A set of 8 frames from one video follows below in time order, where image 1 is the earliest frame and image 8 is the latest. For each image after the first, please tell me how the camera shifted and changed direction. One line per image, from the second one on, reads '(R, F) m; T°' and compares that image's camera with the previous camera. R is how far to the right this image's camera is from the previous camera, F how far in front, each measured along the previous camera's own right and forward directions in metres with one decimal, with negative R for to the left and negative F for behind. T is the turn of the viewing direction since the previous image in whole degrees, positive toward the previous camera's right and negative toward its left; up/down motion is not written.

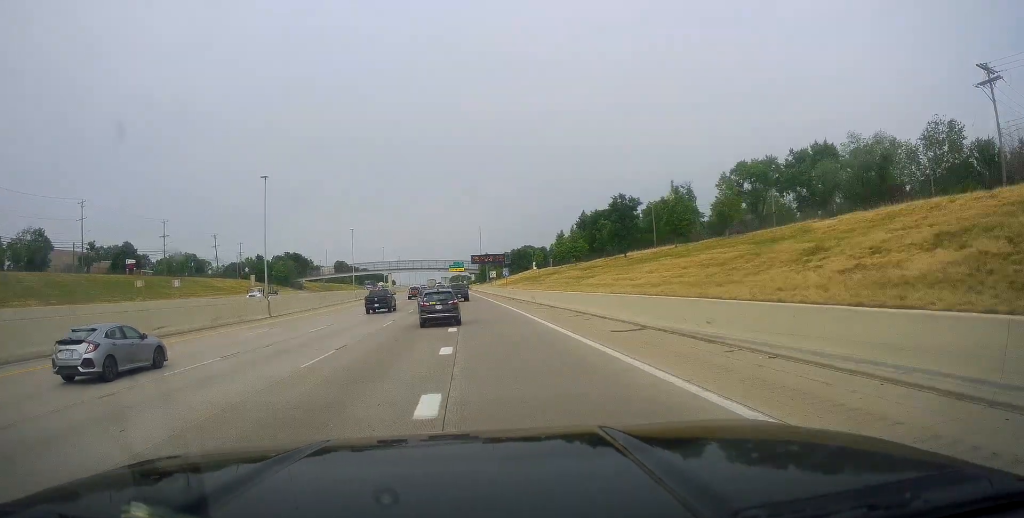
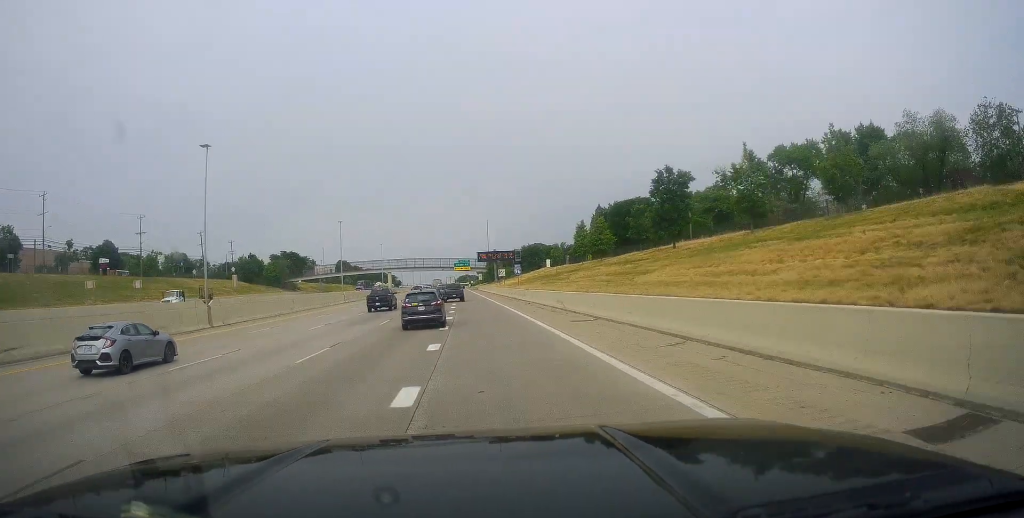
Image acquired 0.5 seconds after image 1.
(0.0, +14.4) m; 0°
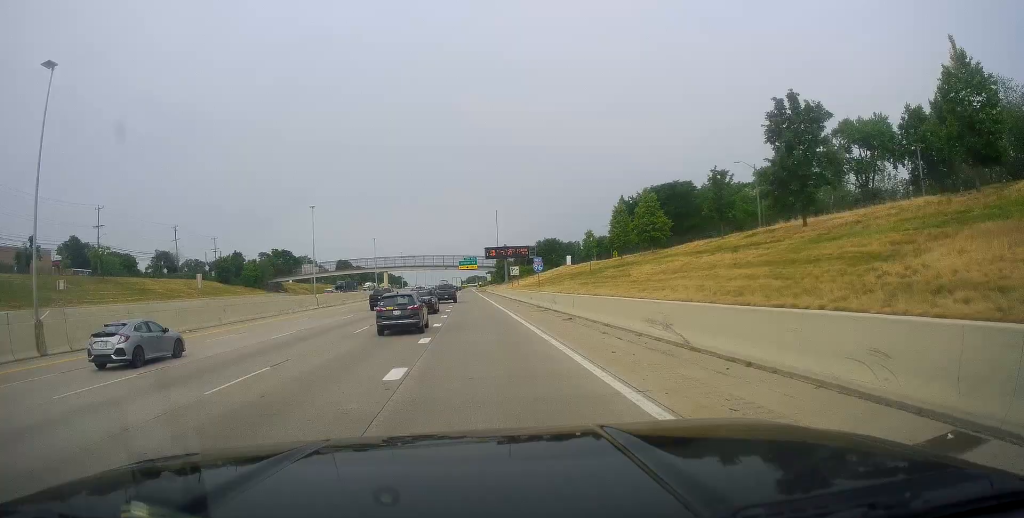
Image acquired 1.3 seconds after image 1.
(+0.1, +19.7) m; -1°
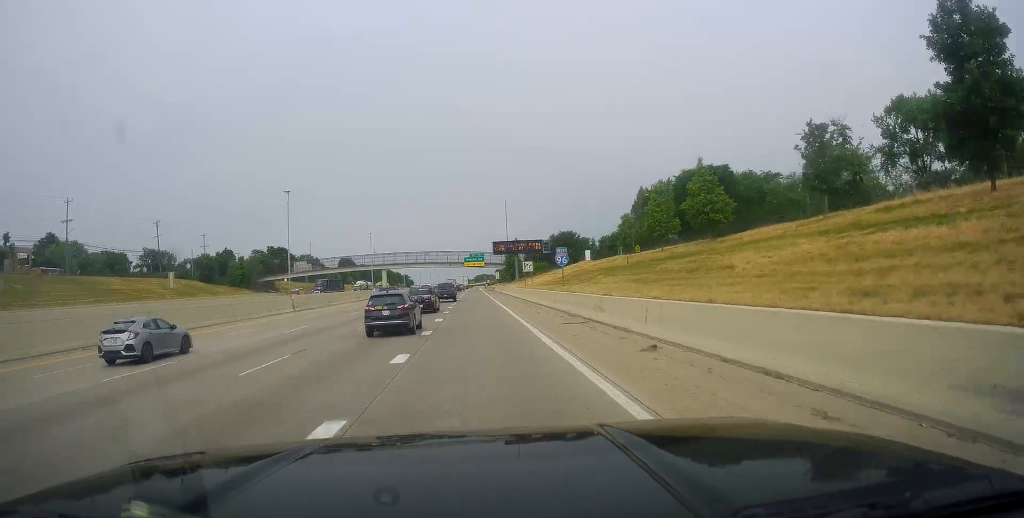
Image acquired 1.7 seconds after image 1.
(-0.2, +12.6) m; -1°
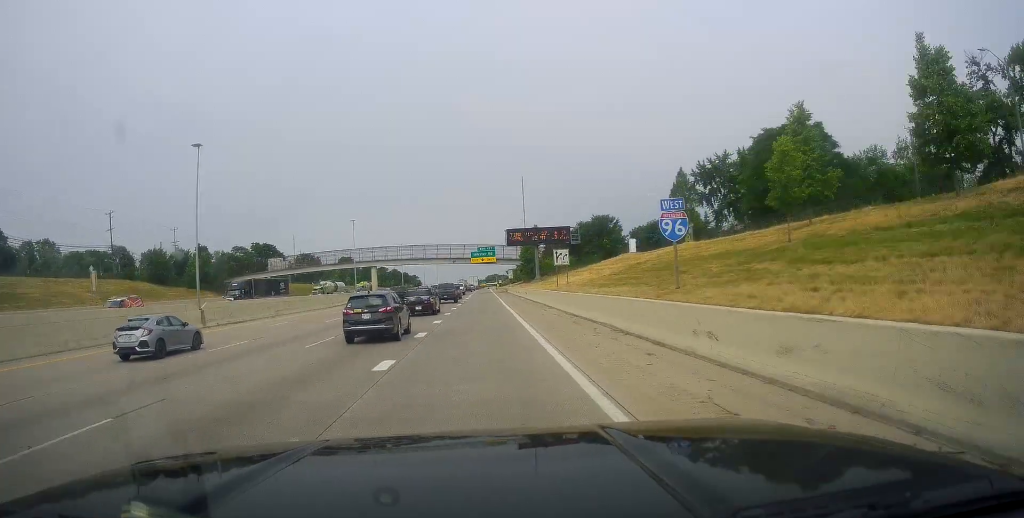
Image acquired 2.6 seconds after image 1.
(-0.4, +23.6) m; -1°
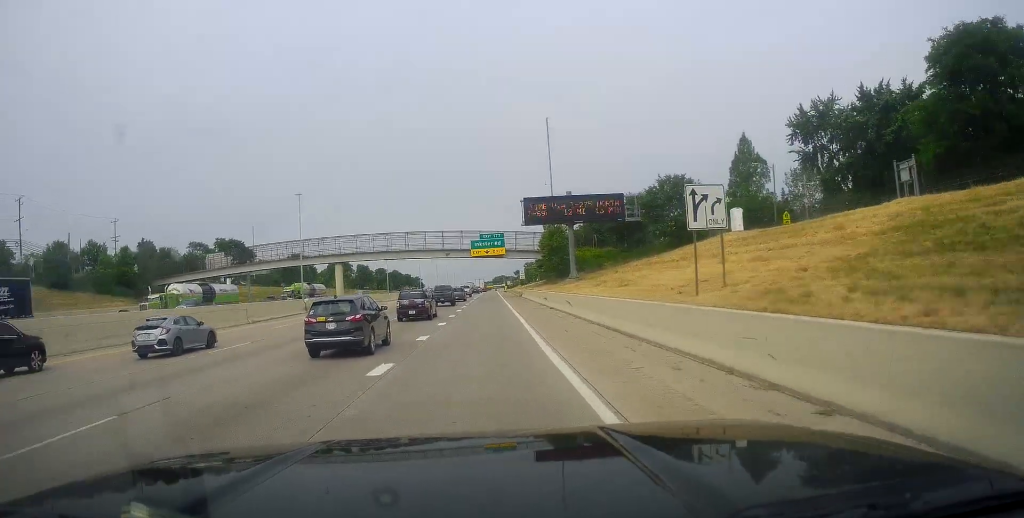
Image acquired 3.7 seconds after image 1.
(-0.2, +30.5) m; 0°
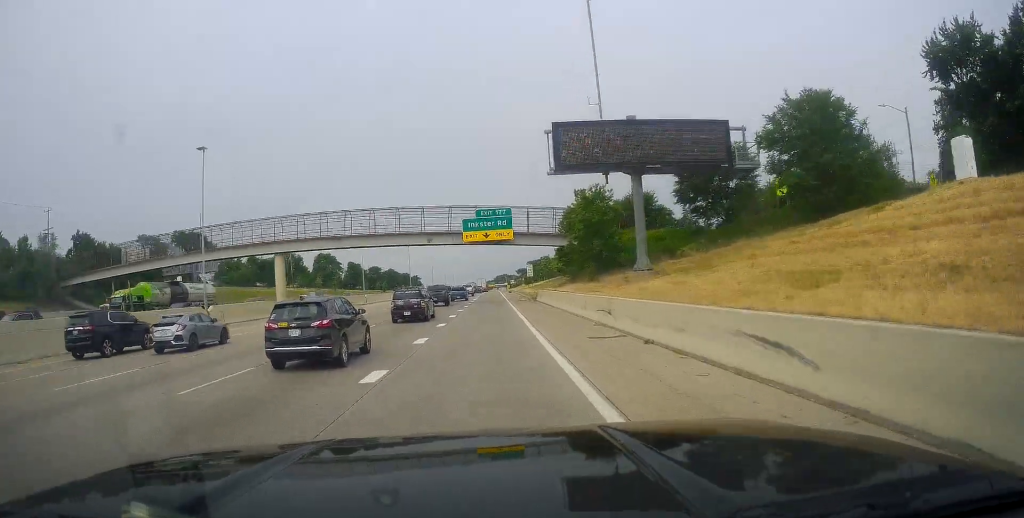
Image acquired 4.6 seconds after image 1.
(+0.3, +24.2) m; -1°
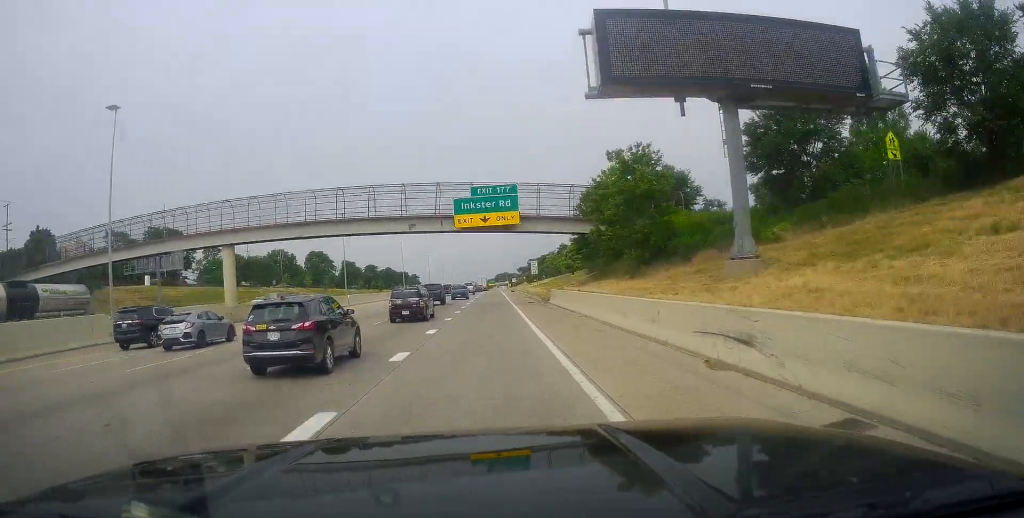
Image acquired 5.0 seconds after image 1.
(-0.5, +12.1) m; 0°
